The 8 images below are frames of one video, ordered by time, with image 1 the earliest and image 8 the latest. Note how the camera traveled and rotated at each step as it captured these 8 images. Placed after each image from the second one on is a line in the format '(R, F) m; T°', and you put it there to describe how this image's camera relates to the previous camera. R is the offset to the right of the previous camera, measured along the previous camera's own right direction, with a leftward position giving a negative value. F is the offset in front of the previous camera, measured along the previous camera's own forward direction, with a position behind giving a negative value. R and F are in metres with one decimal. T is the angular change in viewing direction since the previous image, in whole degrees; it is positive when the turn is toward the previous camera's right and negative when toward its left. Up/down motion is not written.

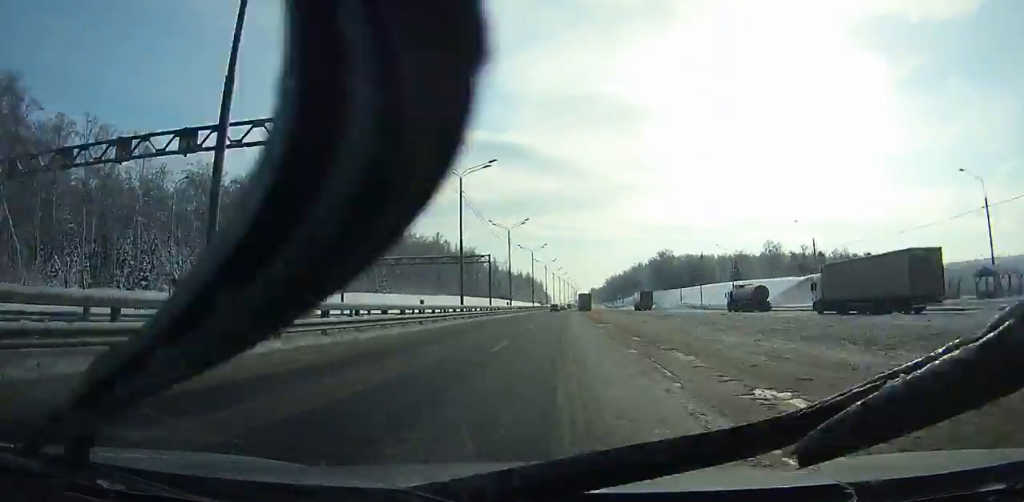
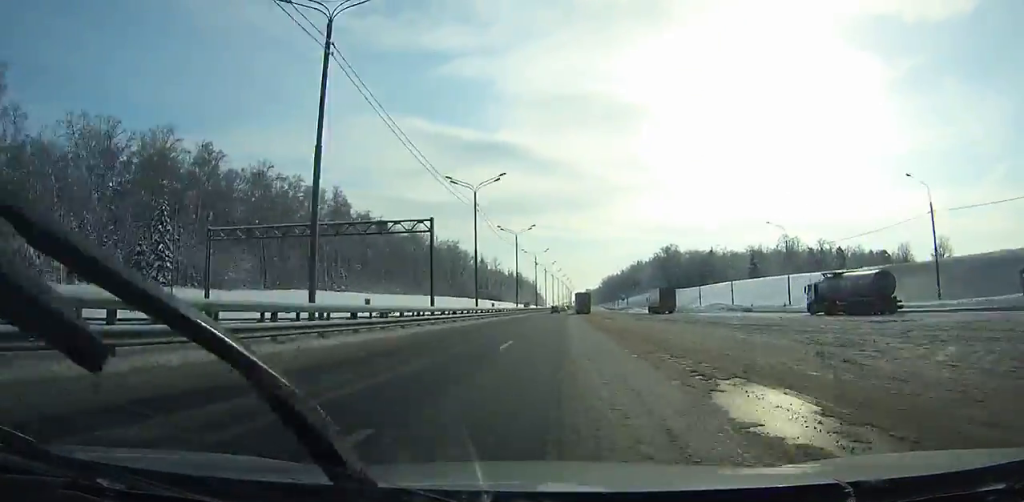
(+0.2, +29.2) m; 0°
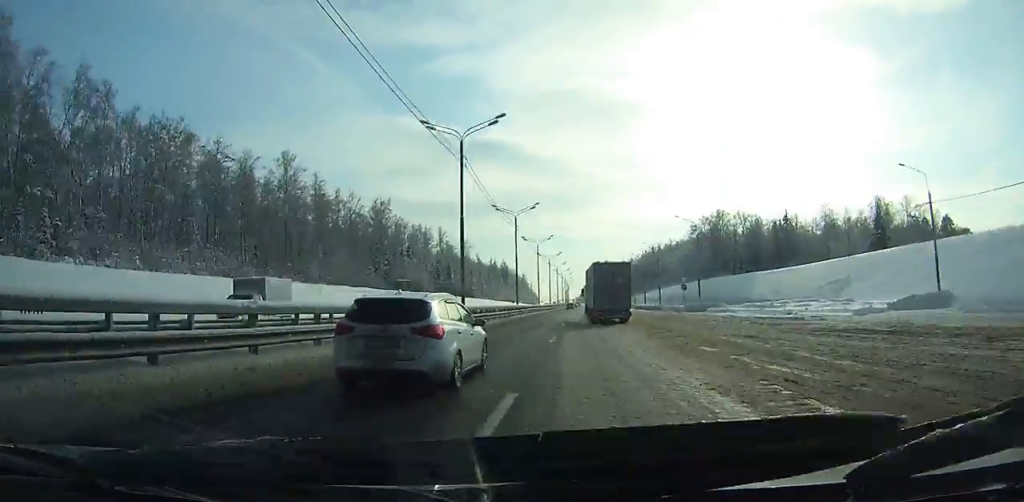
(+0.8, +90.8) m; +1°
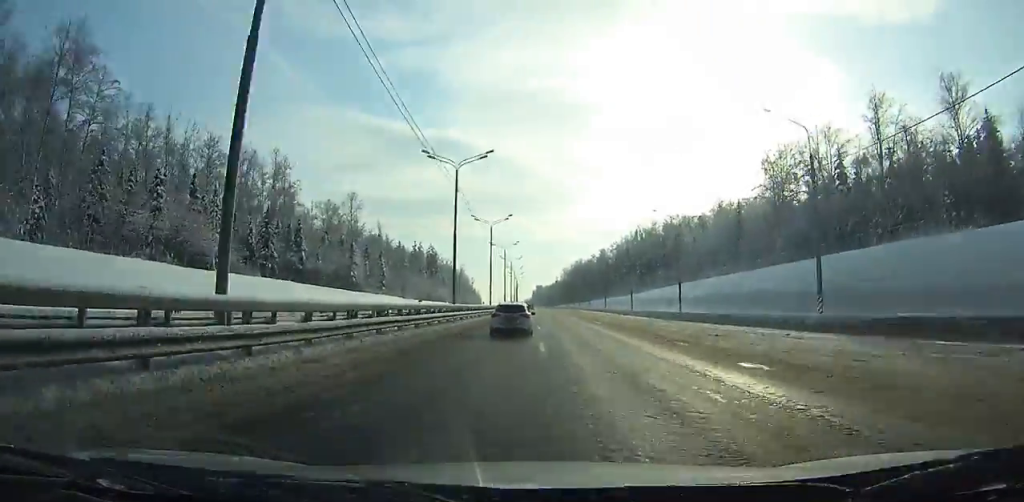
(+2.3, +101.6) m; +2°
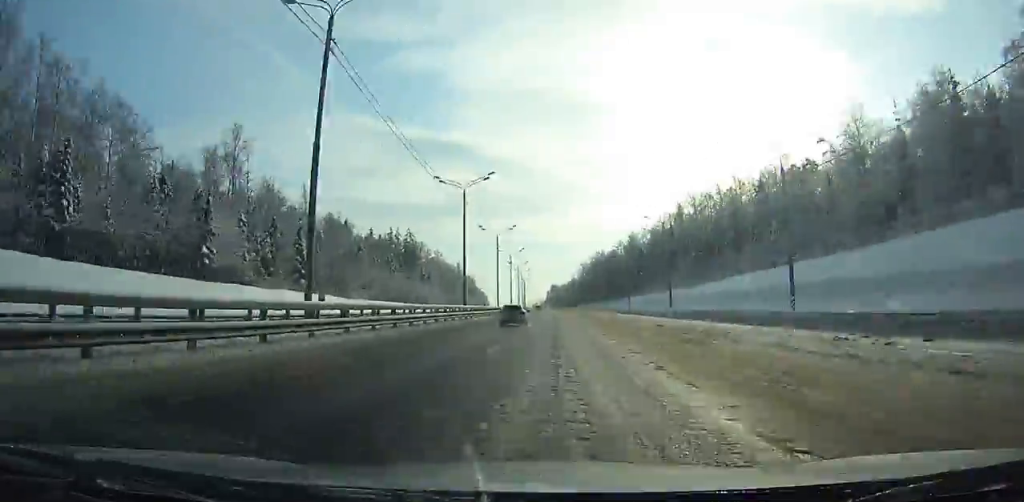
(-0.1, +65.4) m; -1°
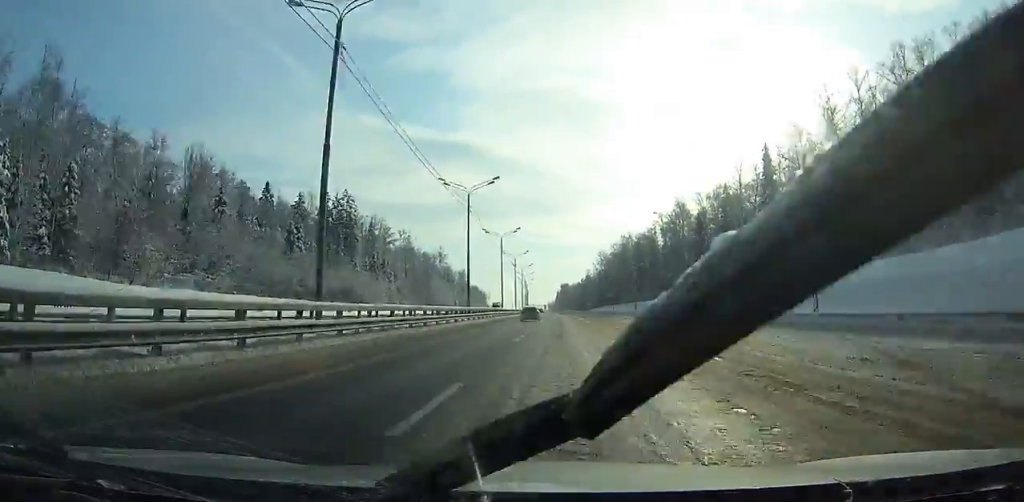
(-0.8, +73.9) m; -1°
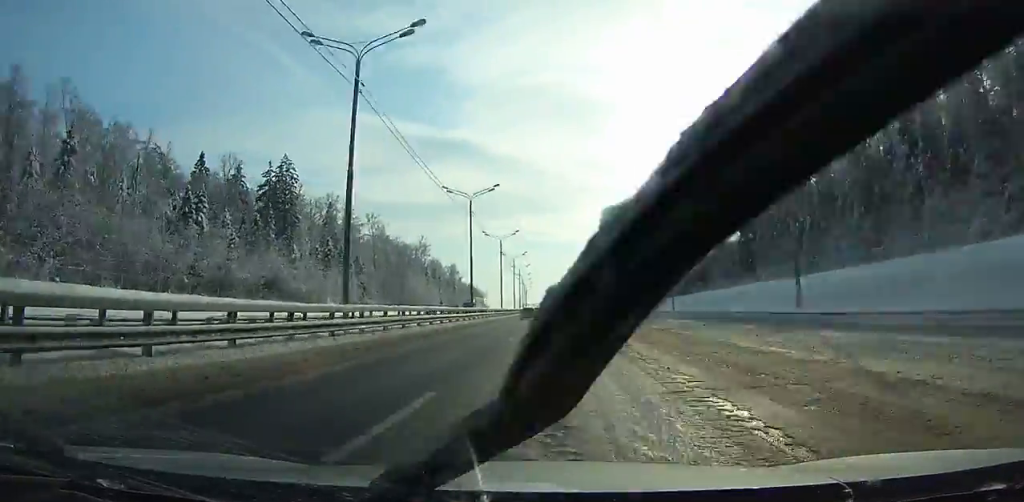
(-0.2, +33.7) m; 0°
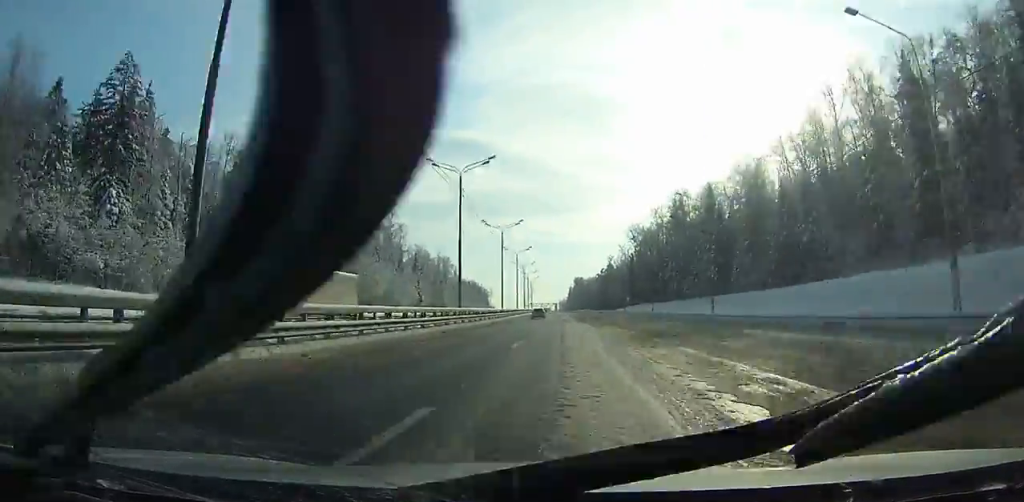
(-0.1, +49.9) m; 0°
